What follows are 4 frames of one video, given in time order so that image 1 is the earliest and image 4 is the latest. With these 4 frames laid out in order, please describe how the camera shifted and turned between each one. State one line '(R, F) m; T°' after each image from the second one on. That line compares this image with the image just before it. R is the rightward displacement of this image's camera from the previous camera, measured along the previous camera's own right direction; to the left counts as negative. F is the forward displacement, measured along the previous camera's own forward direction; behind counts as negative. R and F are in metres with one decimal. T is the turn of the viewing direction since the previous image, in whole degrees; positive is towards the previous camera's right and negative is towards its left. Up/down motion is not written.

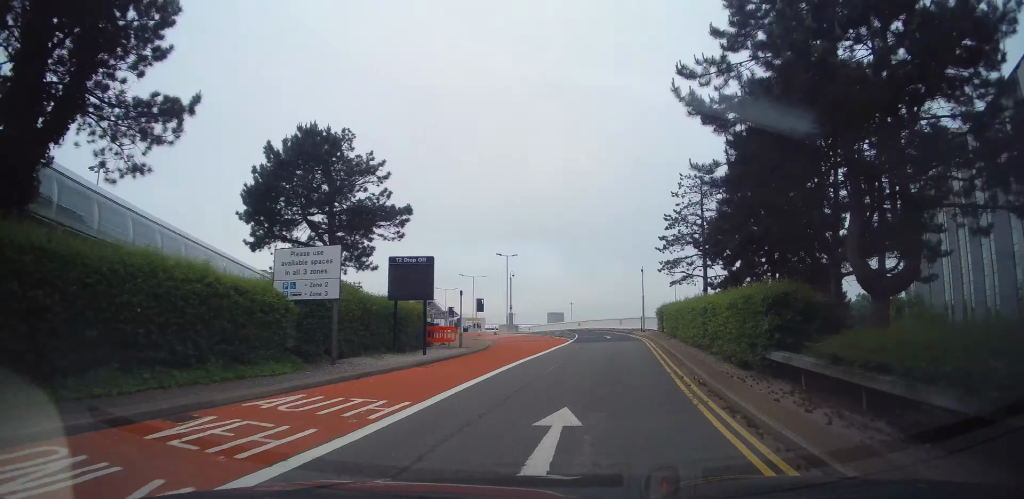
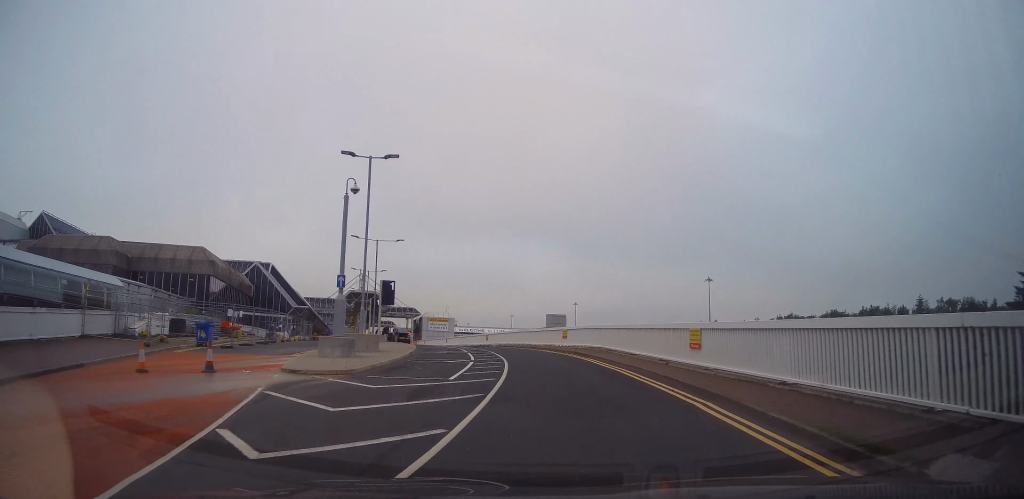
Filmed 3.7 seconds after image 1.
(+1.6, +39.6) m; -2°
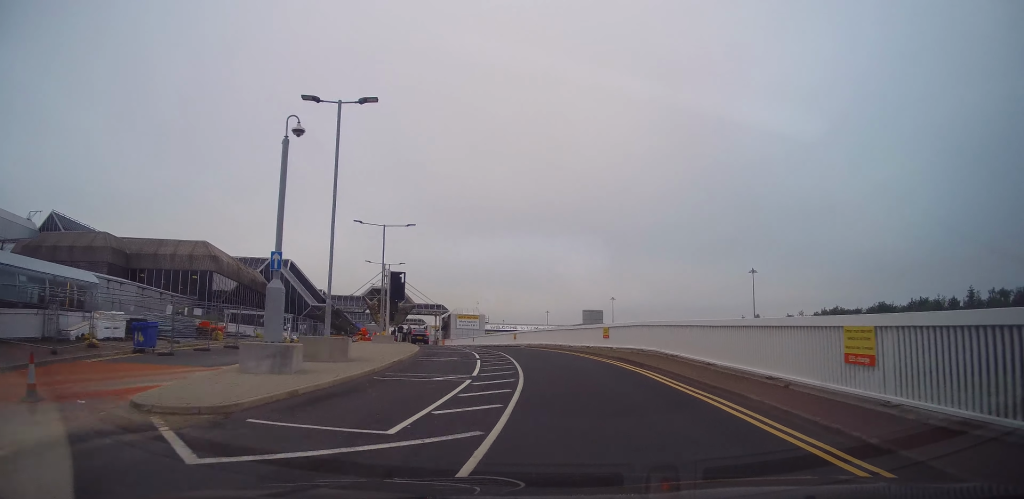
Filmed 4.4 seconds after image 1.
(0.0, +6.7) m; -3°
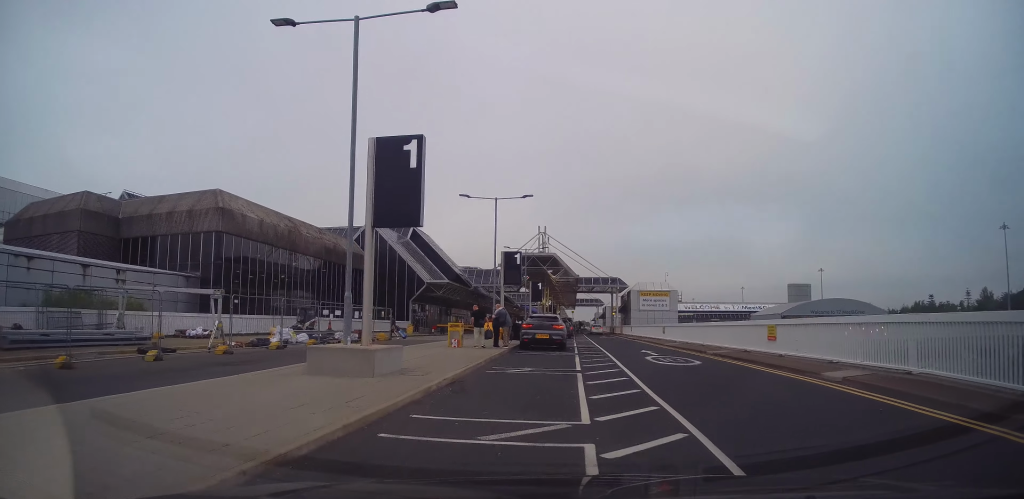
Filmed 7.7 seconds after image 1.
(-4.1, +27.7) m; -16°
